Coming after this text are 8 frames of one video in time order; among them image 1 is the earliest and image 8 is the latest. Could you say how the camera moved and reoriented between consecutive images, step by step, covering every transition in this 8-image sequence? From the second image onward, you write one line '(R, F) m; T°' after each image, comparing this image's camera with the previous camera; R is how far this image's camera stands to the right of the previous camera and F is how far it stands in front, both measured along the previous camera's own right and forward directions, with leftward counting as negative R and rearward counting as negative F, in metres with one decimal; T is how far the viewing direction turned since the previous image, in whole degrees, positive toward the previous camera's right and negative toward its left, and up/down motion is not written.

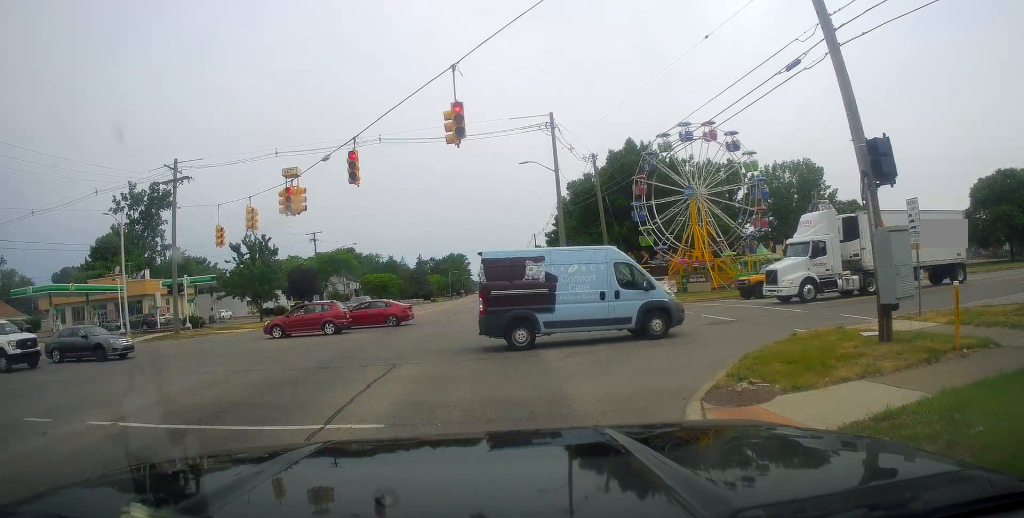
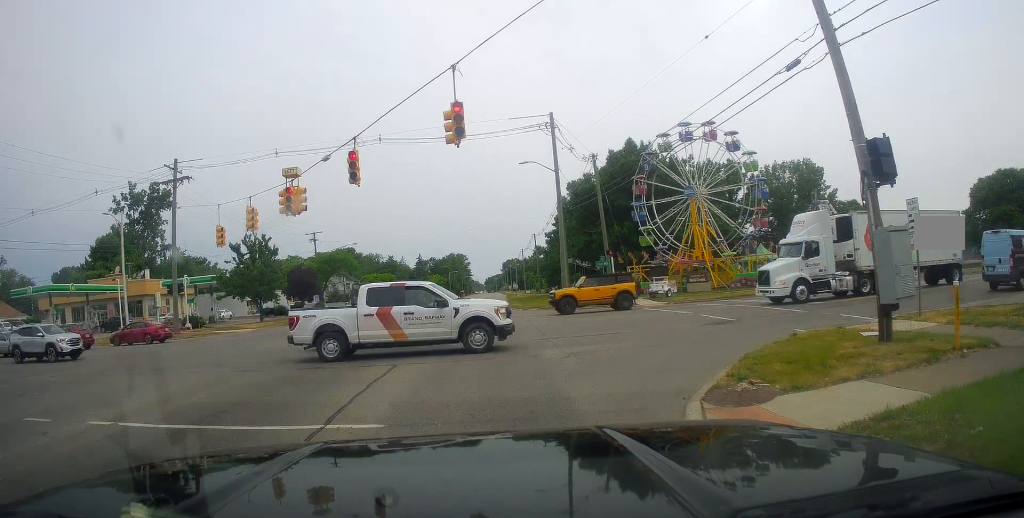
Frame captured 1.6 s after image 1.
(0.0, 0.0) m; 0°
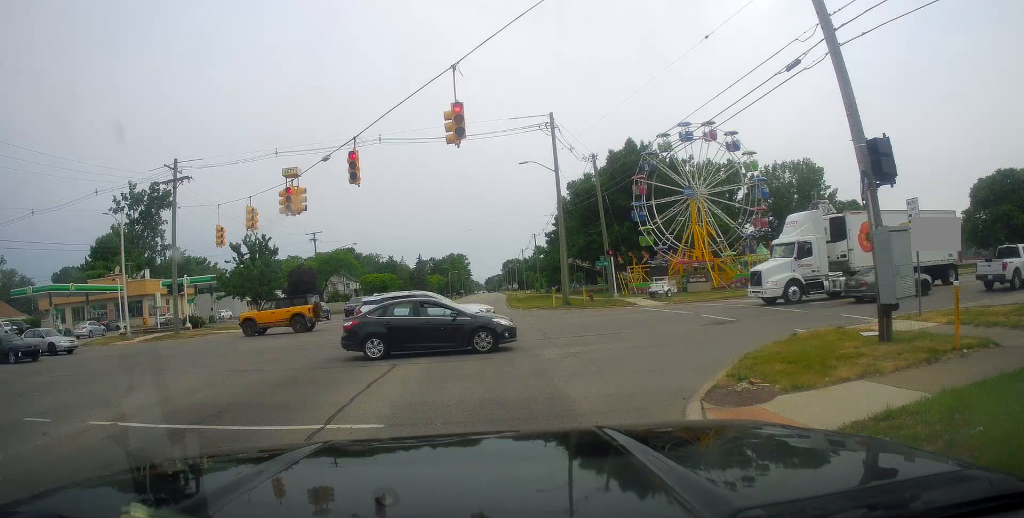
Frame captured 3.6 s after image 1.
(0.0, 0.0) m; 0°
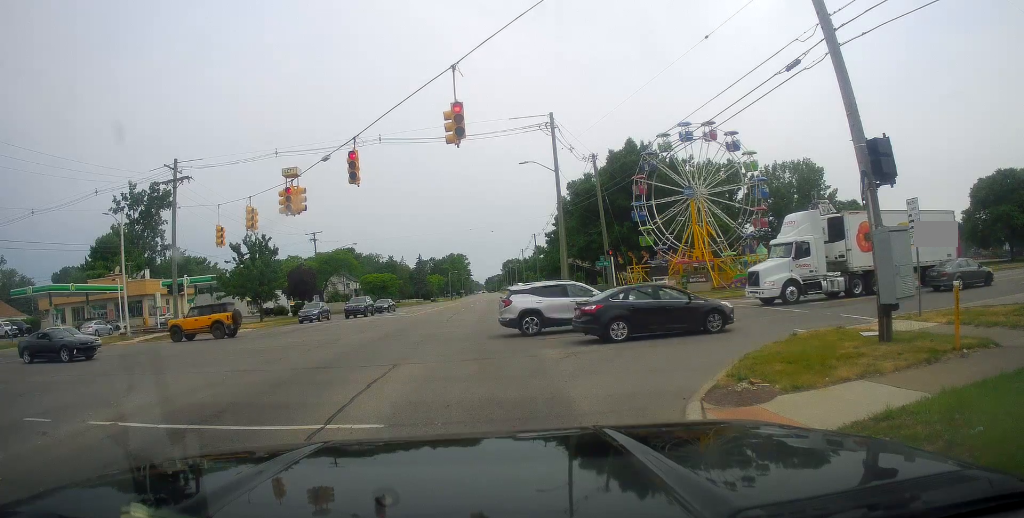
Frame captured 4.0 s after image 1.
(0.0, 0.0) m; 0°
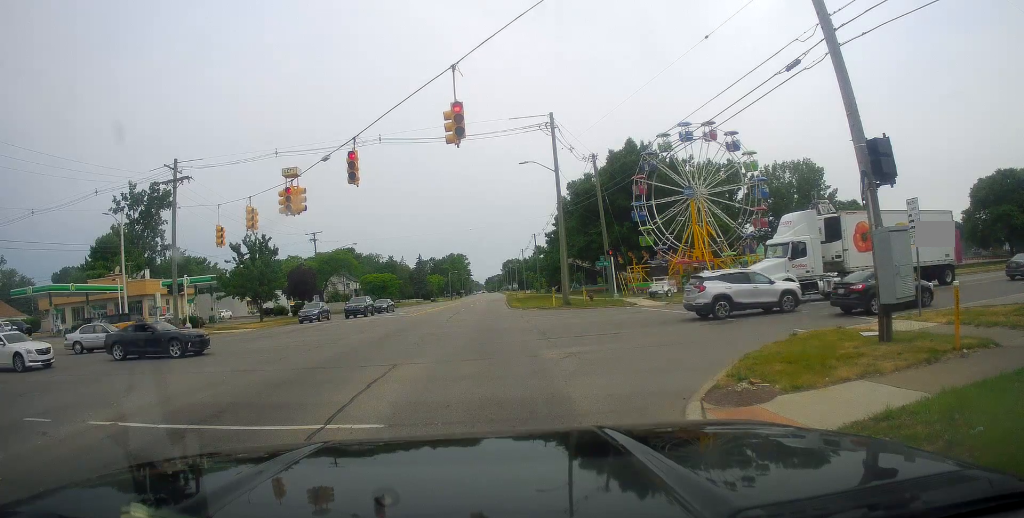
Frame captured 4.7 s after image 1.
(0.0, +0.2) m; 0°
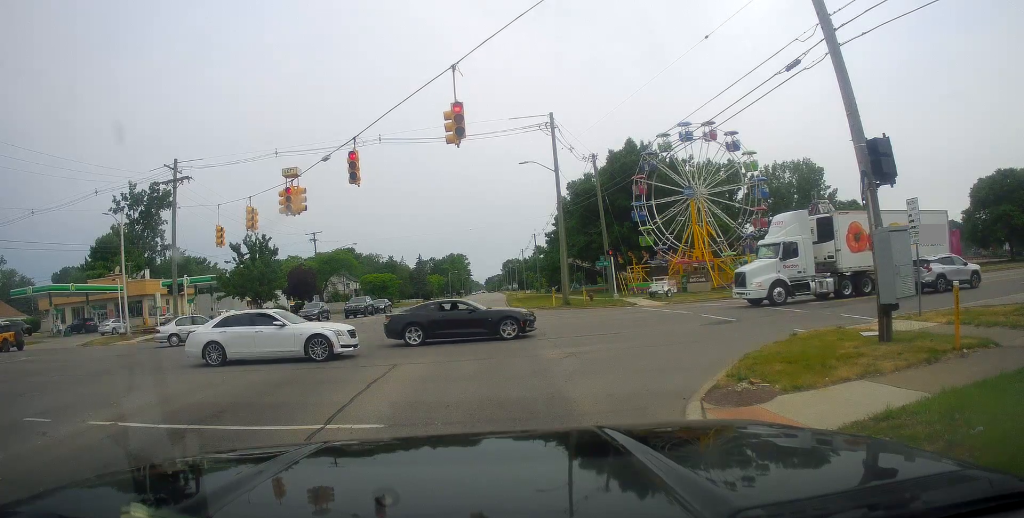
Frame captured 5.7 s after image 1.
(-0.1, +0.4) m; 0°
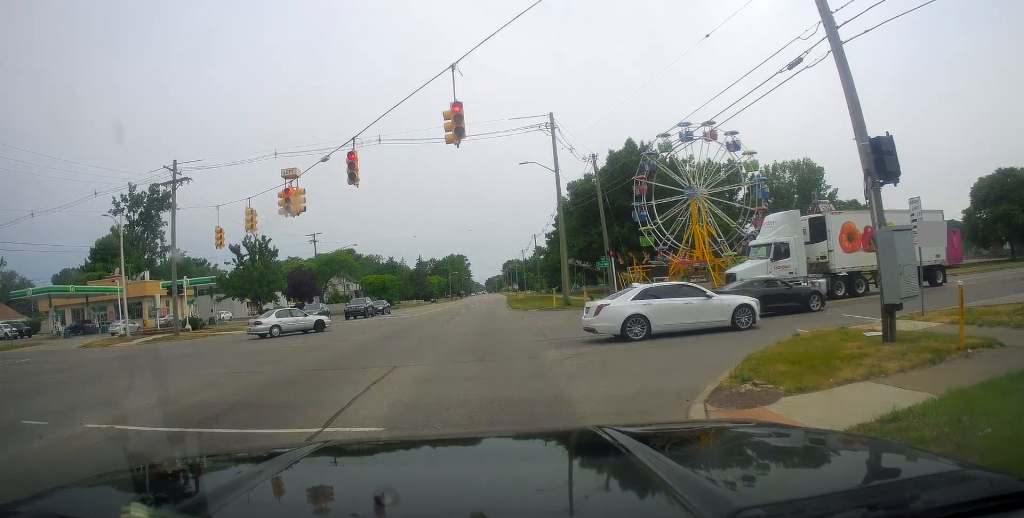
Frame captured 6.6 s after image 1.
(0.0, +0.3) m; 0°
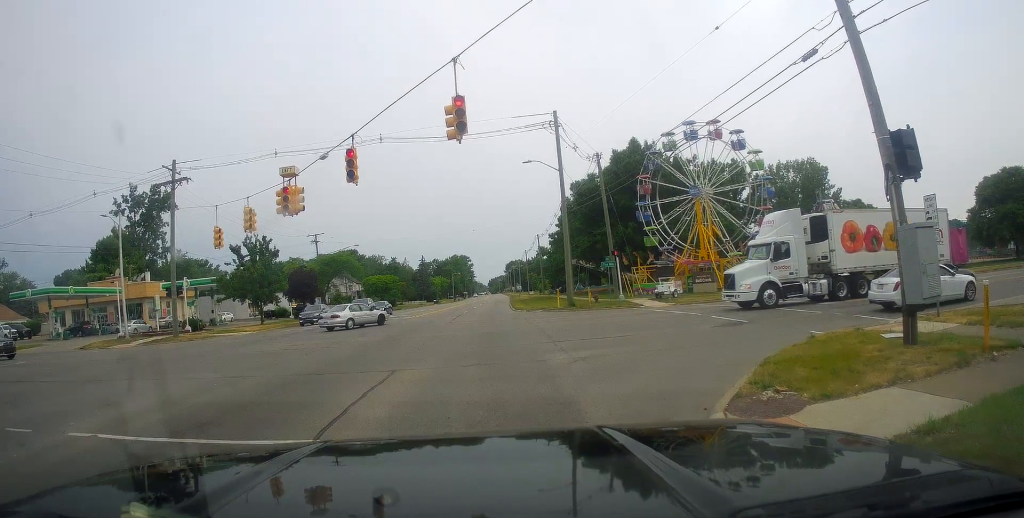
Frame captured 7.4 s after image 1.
(0.0, +0.3) m; 0°
